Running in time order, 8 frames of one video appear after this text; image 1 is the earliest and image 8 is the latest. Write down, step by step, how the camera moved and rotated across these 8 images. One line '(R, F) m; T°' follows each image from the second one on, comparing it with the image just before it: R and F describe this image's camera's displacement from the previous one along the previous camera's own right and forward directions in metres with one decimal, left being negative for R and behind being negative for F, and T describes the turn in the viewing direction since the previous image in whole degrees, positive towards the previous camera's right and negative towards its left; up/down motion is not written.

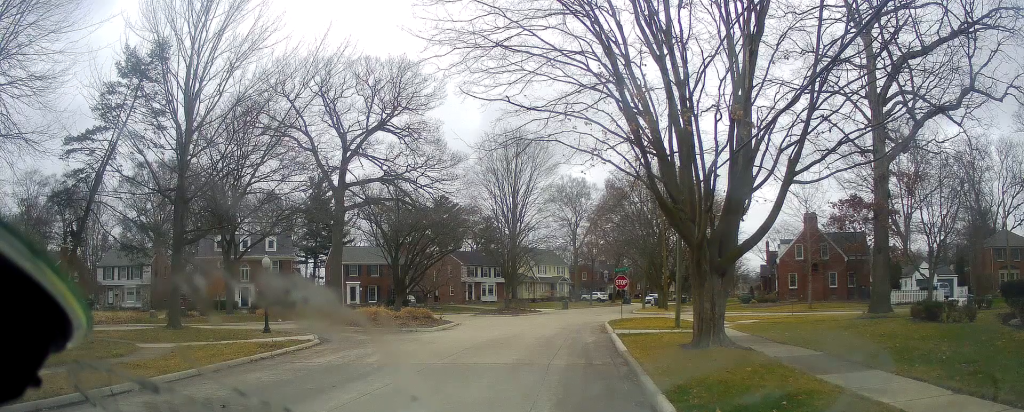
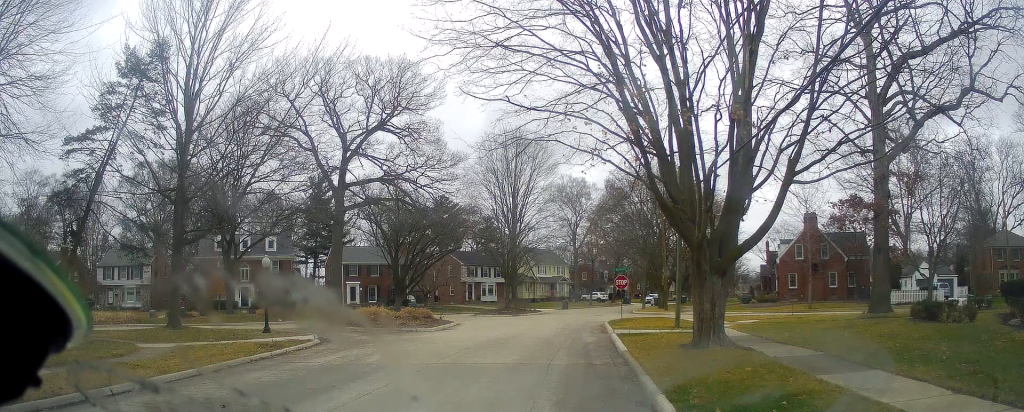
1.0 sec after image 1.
(0.0, 0.0) m; 0°
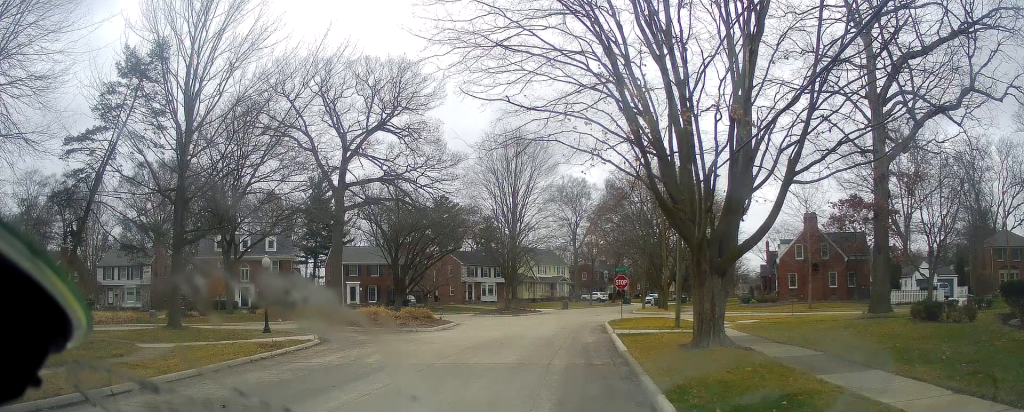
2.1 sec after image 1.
(0.0, 0.0) m; 0°
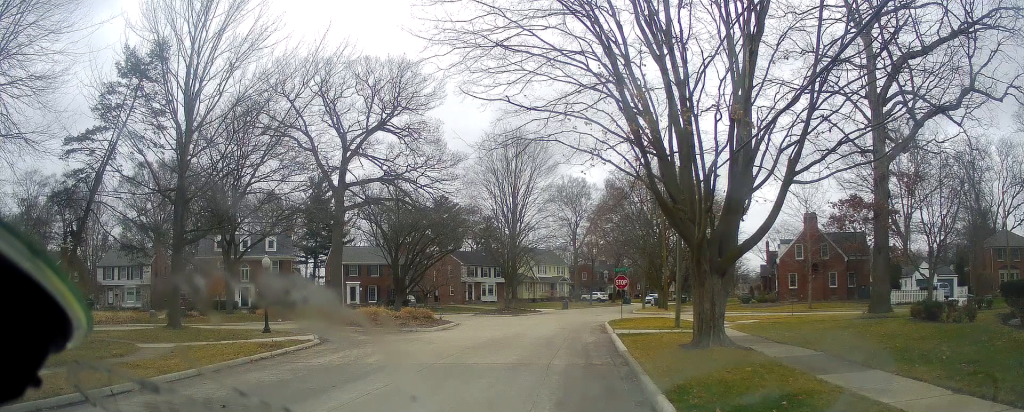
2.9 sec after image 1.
(0.0, 0.0) m; 0°
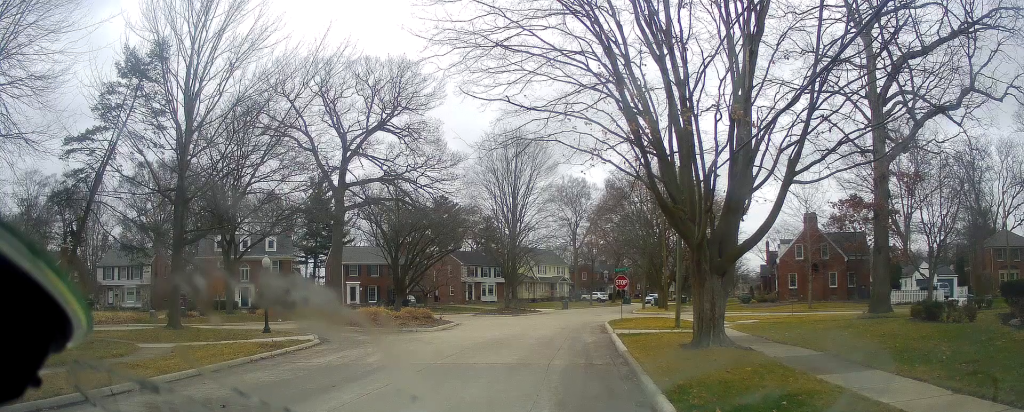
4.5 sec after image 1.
(0.0, 0.0) m; 0°
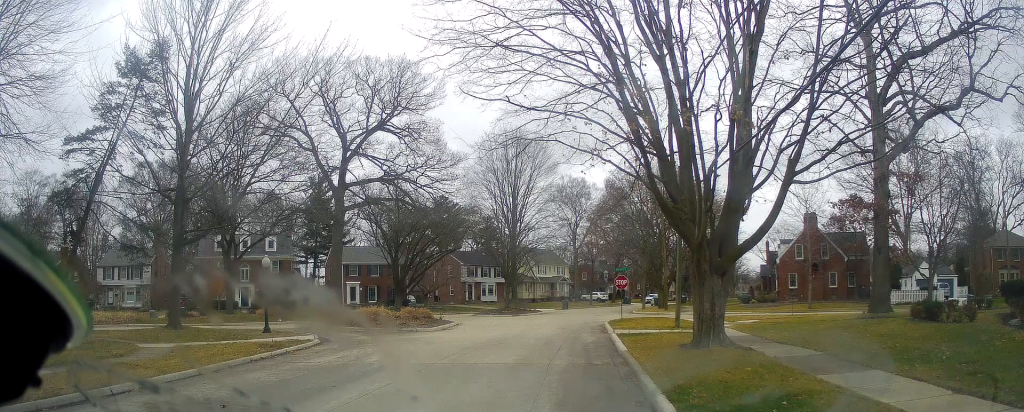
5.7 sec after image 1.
(0.0, 0.0) m; 0°
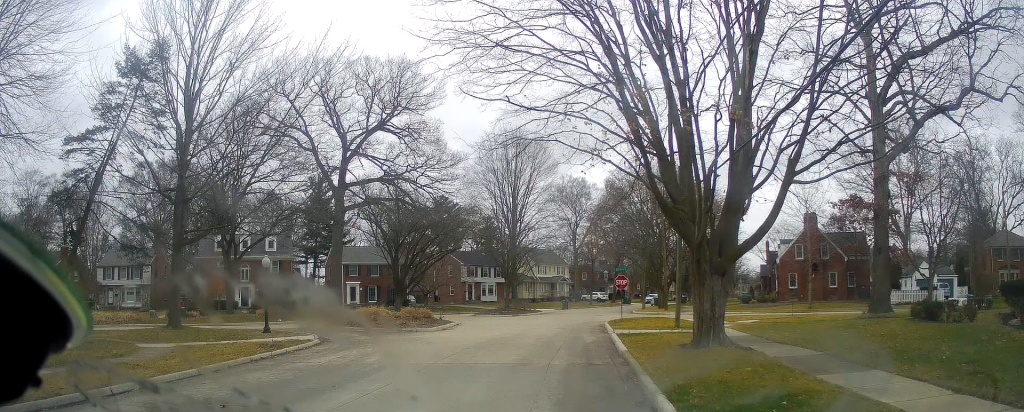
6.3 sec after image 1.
(0.0, 0.0) m; 0°
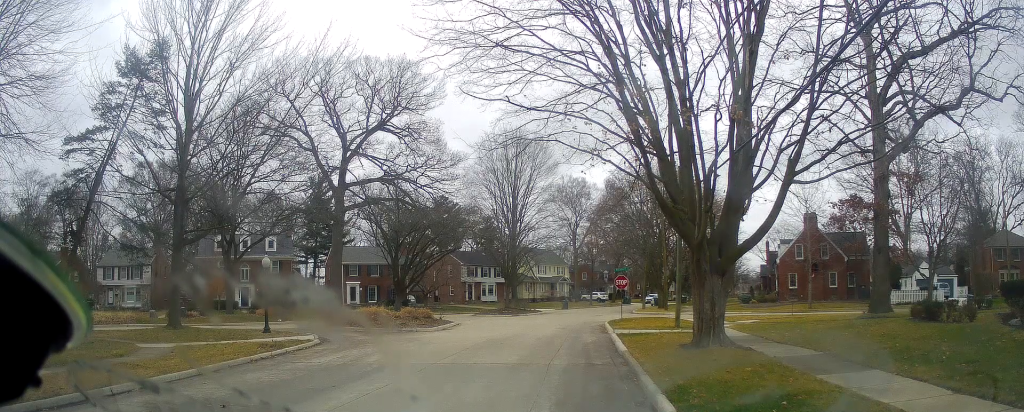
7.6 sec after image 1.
(0.0, 0.0) m; 0°
